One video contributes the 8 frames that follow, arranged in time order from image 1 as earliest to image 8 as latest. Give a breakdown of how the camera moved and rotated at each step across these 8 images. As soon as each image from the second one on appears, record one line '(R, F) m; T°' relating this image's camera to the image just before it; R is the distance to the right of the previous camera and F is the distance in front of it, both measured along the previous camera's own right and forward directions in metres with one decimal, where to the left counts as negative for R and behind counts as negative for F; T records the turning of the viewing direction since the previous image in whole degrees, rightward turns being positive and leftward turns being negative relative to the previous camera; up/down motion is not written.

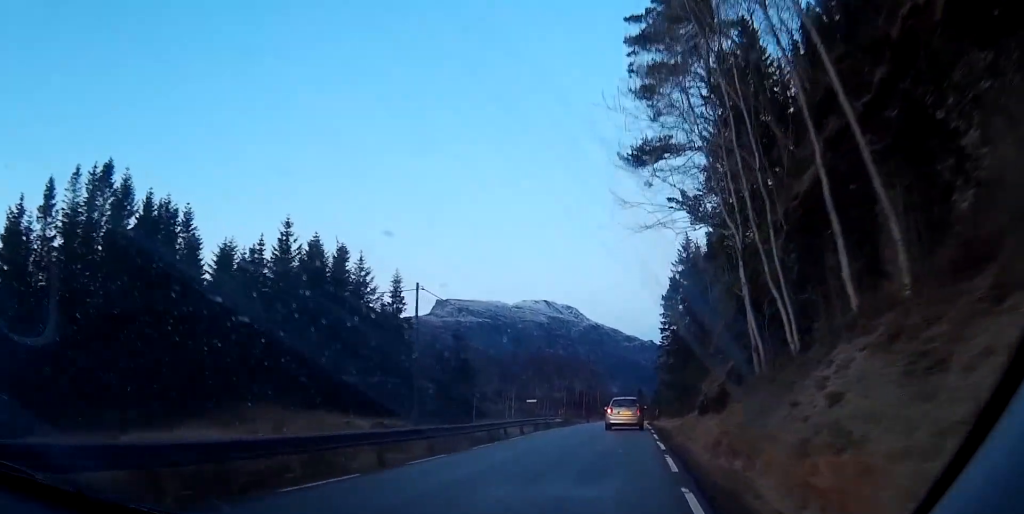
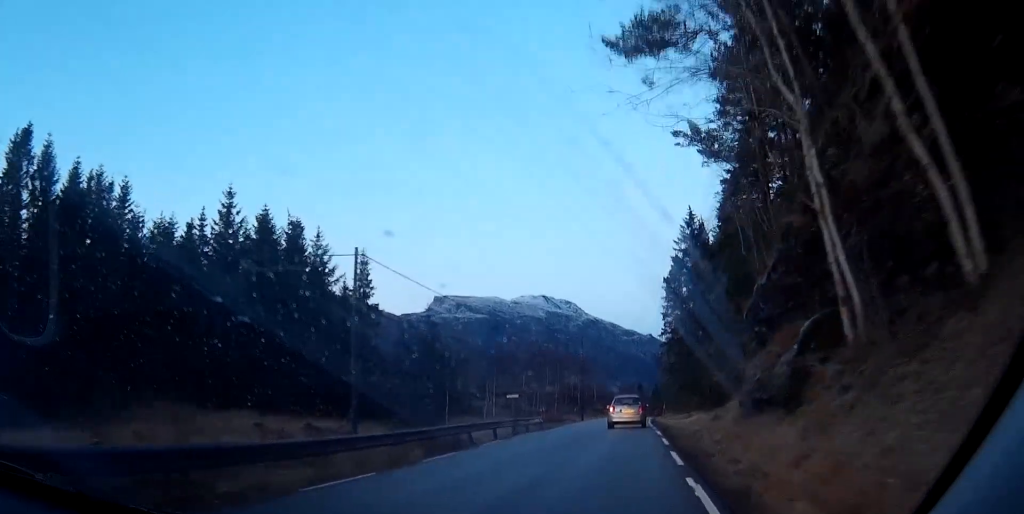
(0.0, +10.5) m; 0°
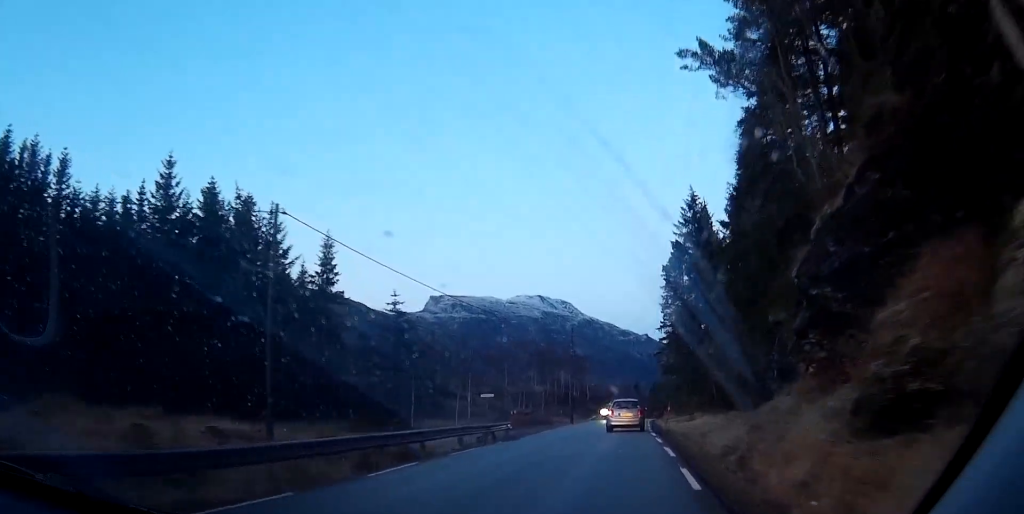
(0.0, +8.5) m; 0°
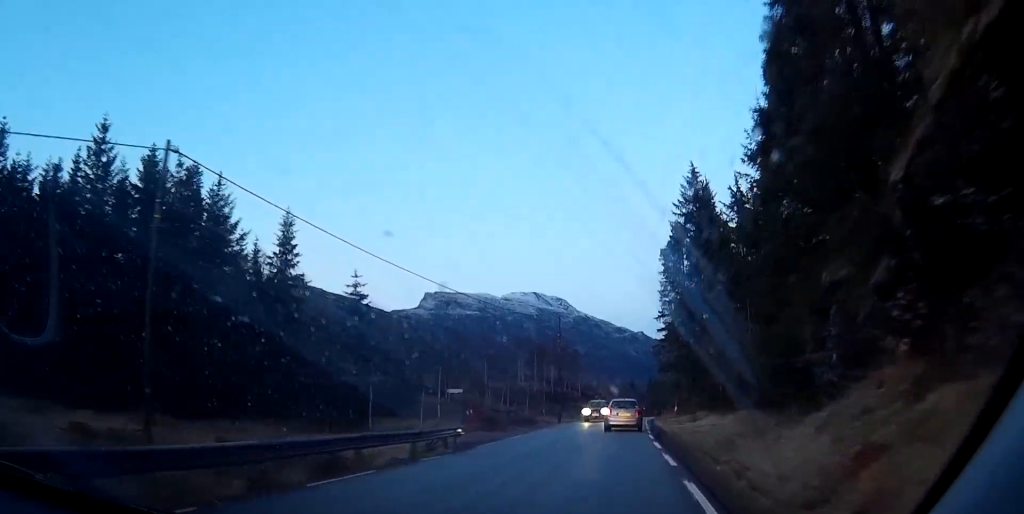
(0.0, +7.7) m; +1°
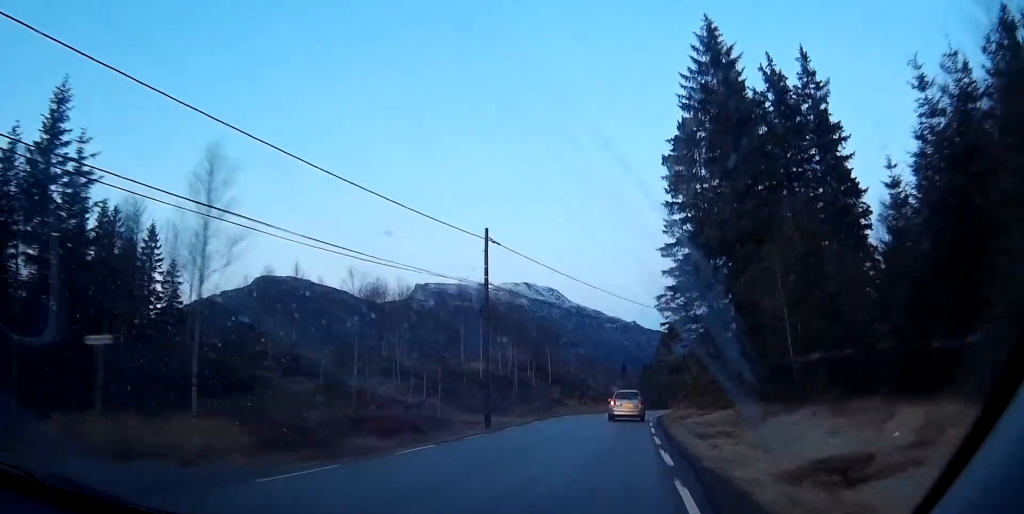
(+0.9, +29.2) m; +3°
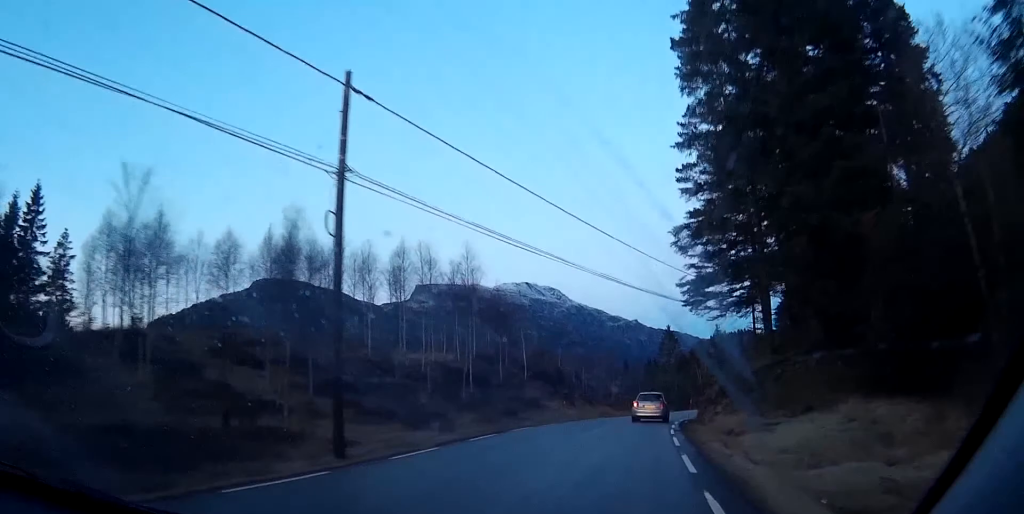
(0.0, +18.2) m; +1°
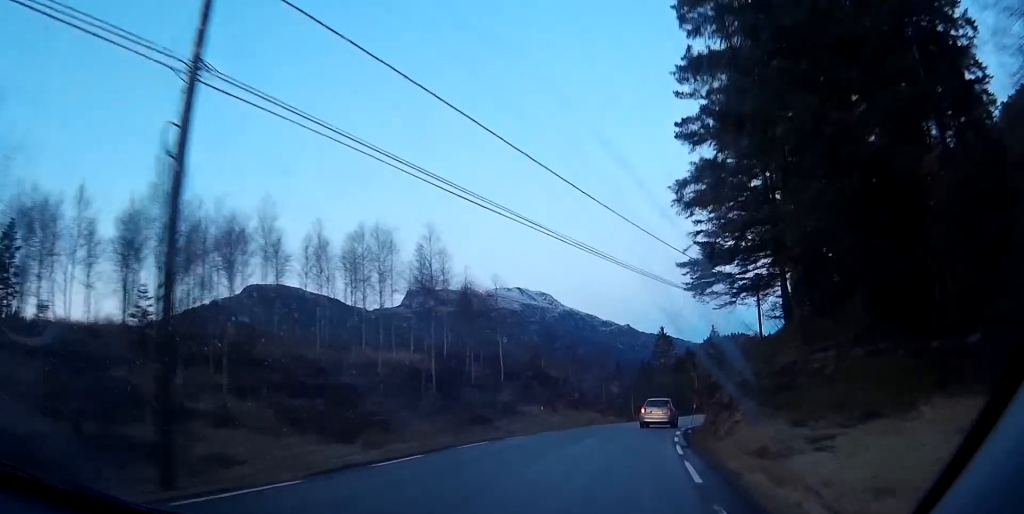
(+0.1, +6.6) m; +1°
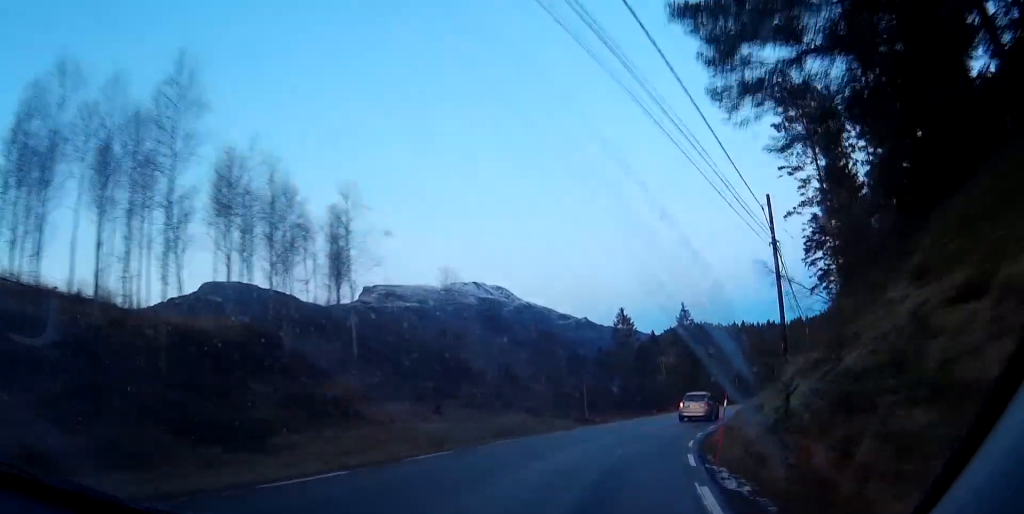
(+0.8, +20.3) m; +5°
